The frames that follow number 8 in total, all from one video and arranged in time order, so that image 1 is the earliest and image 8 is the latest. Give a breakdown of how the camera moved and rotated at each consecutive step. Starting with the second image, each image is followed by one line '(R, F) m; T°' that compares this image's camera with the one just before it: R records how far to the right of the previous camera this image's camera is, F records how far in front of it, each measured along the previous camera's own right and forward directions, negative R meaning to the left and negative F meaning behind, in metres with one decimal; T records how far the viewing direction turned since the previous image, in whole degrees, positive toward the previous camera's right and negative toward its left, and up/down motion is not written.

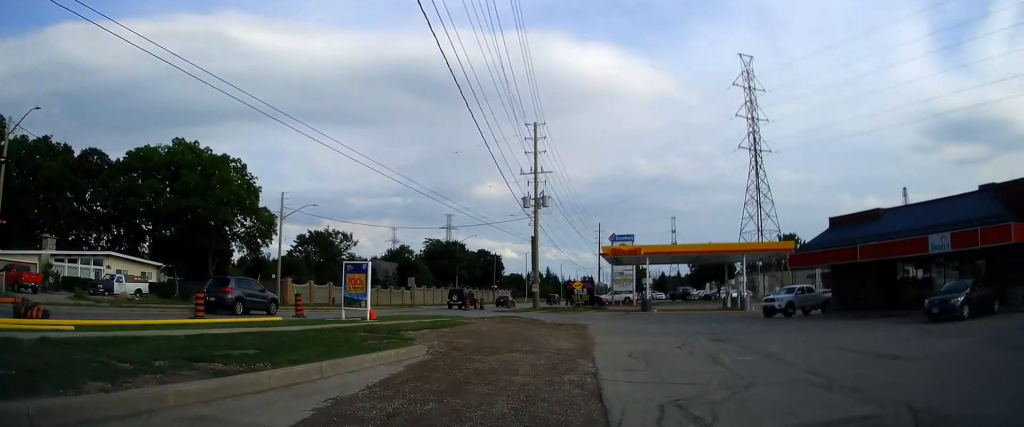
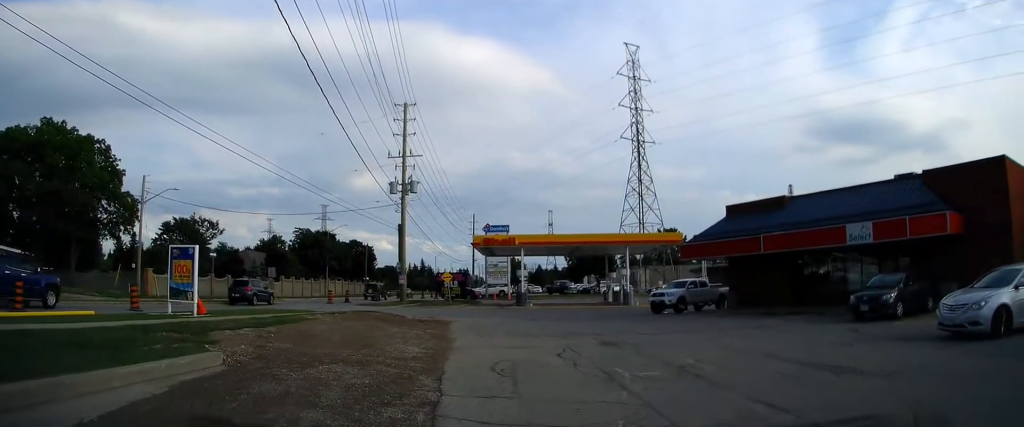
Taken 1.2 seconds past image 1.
(+0.4, +3.7) m; +13°
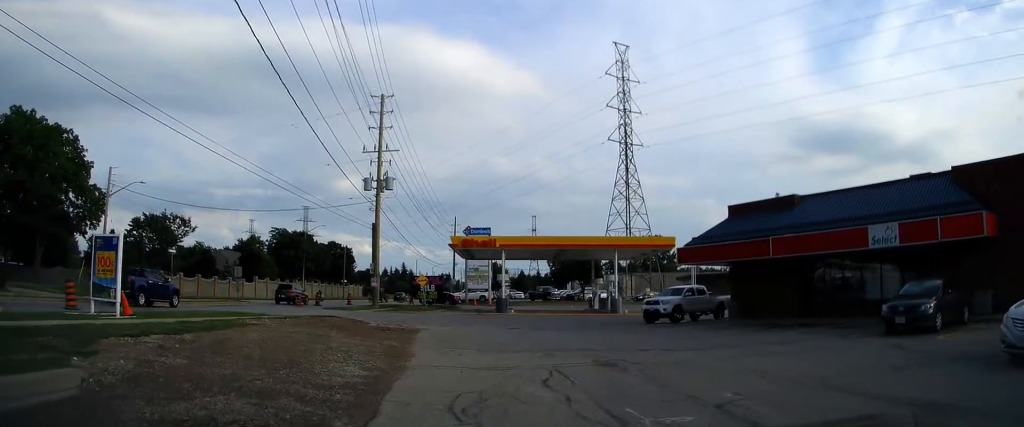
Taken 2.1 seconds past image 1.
(+0.3, +3.1) m; +5°
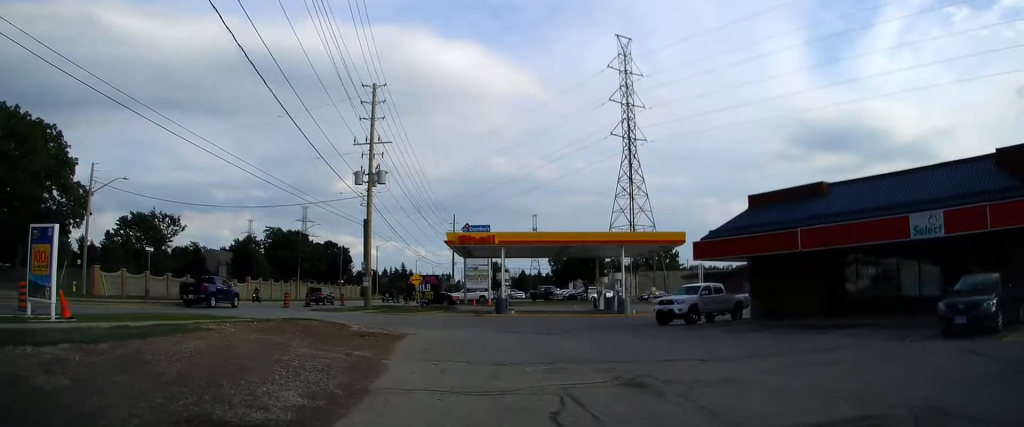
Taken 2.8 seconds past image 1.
(0.0, +2.4) m; -2°
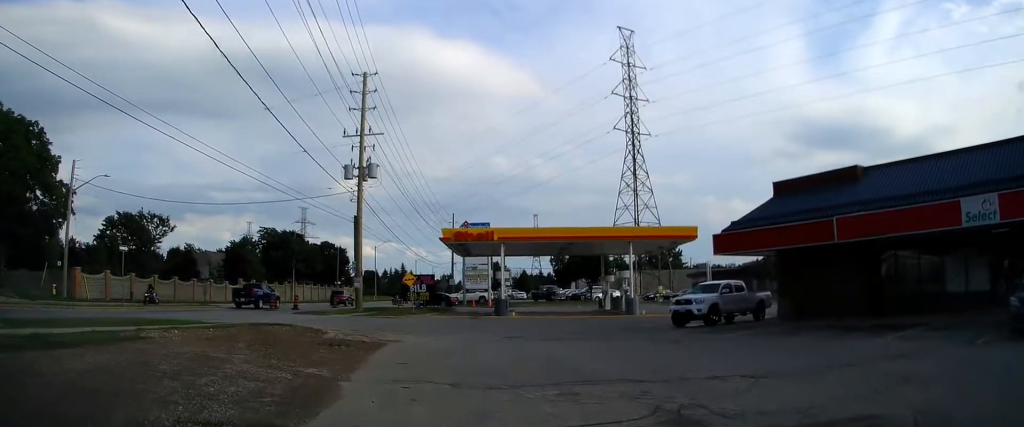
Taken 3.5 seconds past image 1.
(-0.1, +2.4) m; -2°
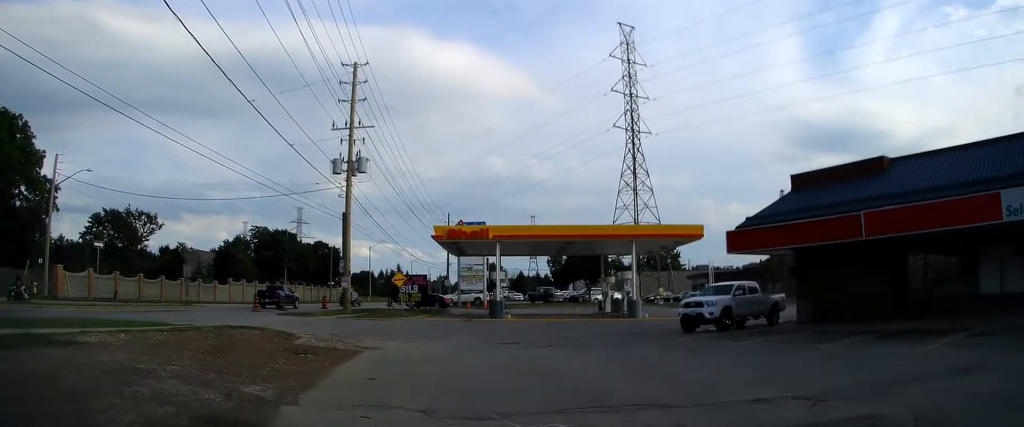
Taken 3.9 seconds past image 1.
(-0.1, +1.8) m; -2°
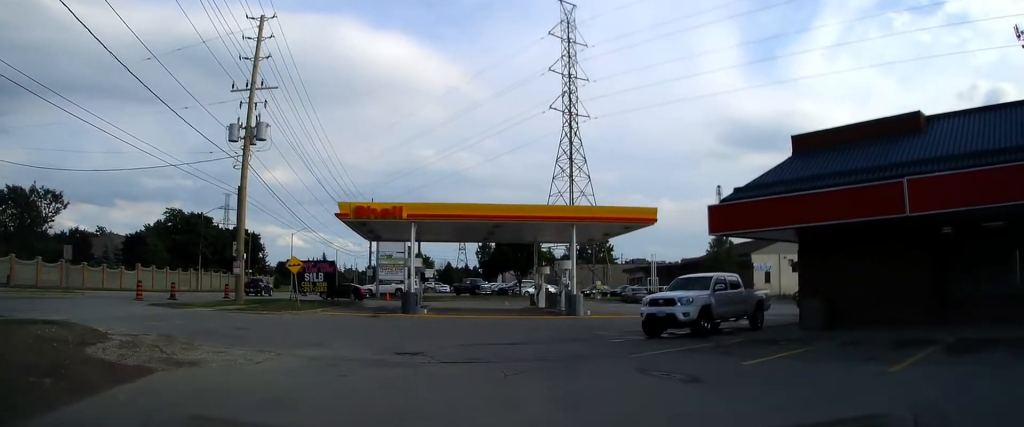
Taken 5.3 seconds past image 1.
(+0.2, +5.4) m; +8°
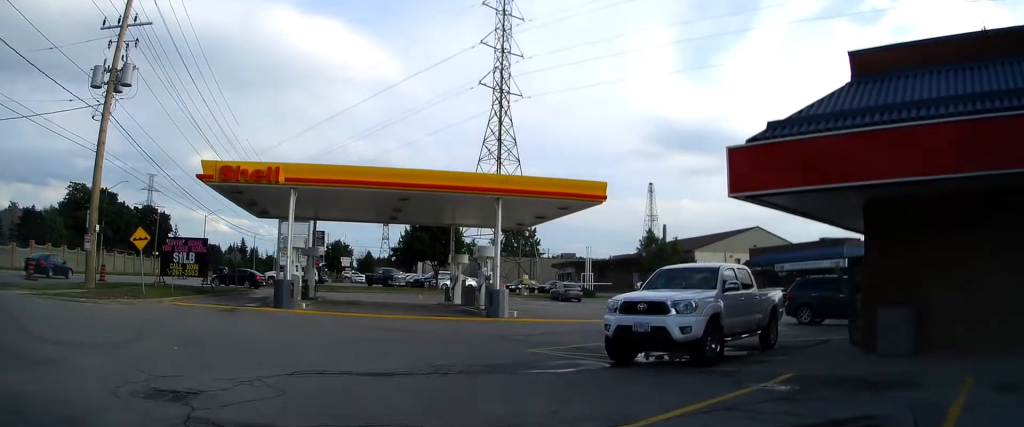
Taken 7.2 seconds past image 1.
(+0.9, +7.2) m; +12°
